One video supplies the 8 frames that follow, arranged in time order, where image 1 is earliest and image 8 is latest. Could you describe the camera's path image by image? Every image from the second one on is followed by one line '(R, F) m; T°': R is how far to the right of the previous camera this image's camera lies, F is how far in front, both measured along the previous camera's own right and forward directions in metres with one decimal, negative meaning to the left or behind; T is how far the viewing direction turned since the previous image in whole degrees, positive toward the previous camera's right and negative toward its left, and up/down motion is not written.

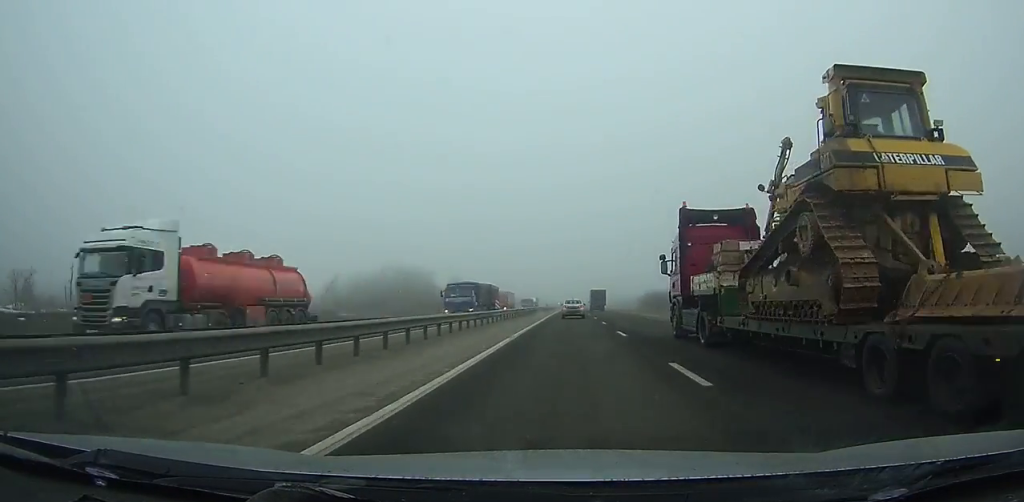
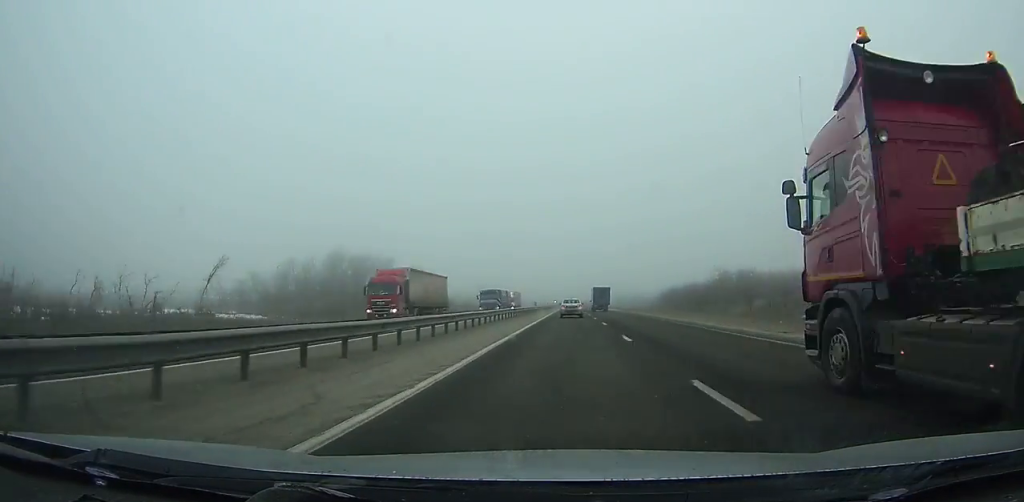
(0.0, +38.6) m; 0°
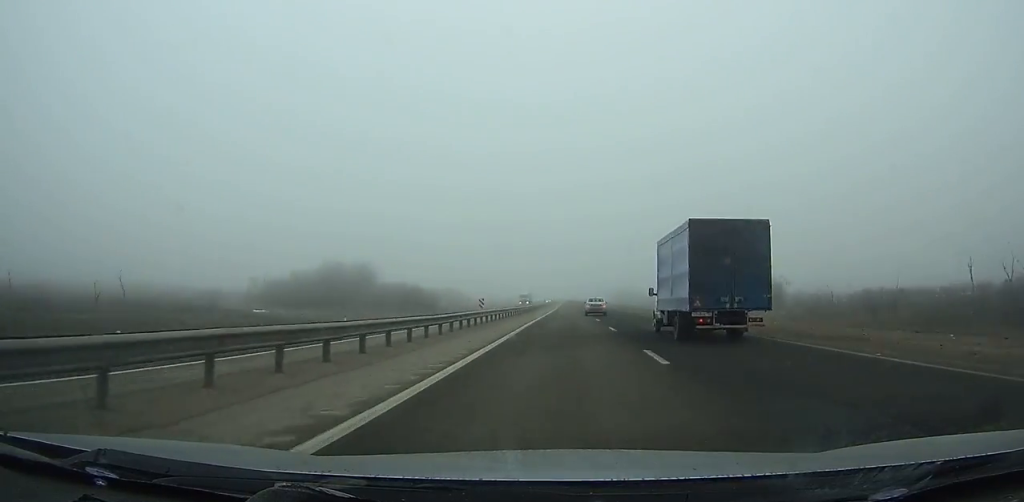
(0.0, +245.3) m; 0°
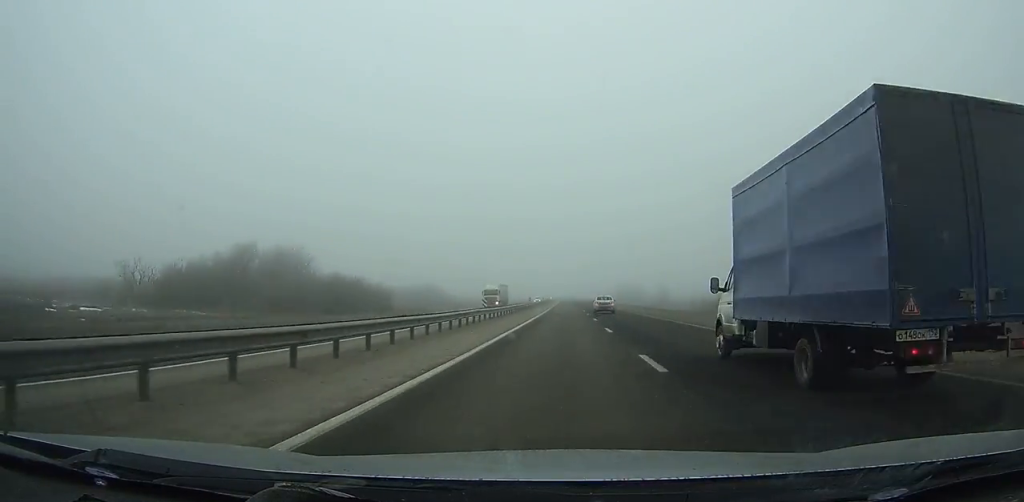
(0.0, +37.0) m; 0°
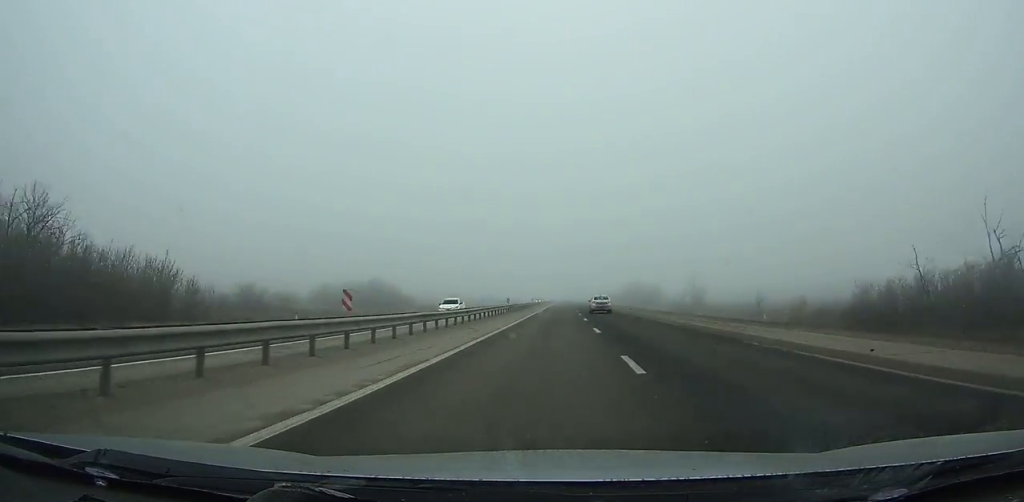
(+0.3, +59.5) m; 0°
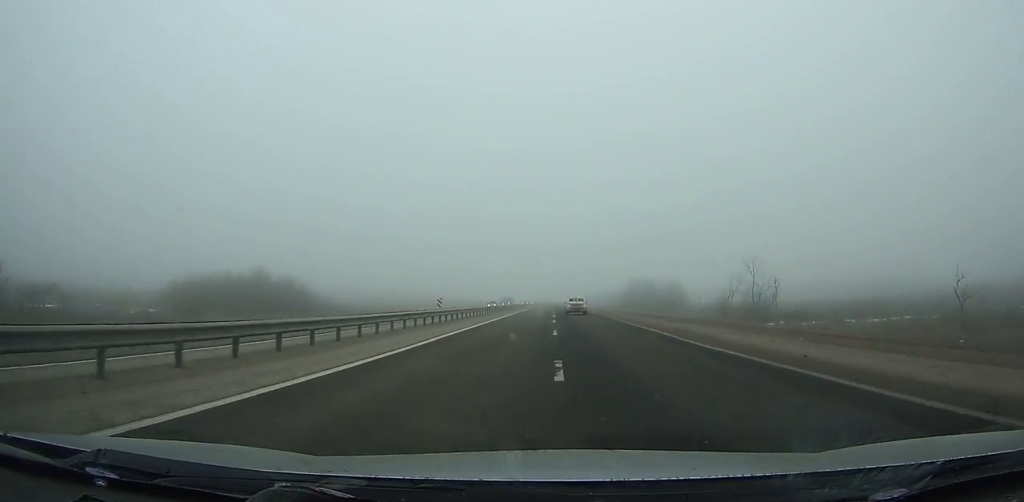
(+0.5, +59.3) m; 0°
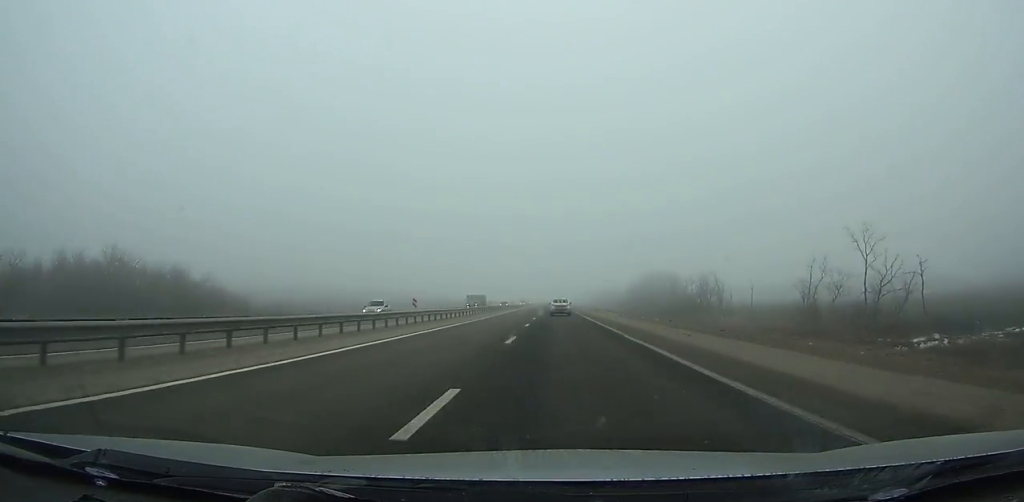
(-0.3, +39.1) m; 0°
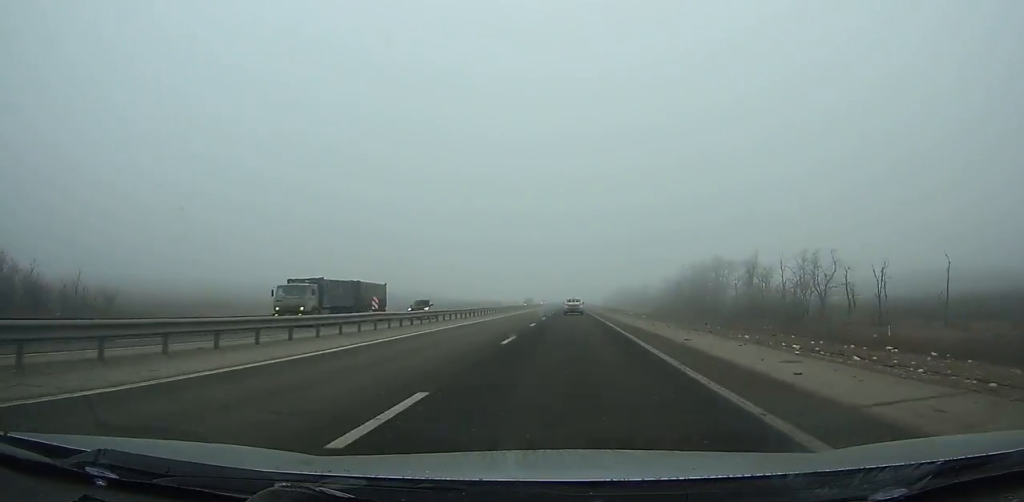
(-0.1, +47.4) m; 0°
